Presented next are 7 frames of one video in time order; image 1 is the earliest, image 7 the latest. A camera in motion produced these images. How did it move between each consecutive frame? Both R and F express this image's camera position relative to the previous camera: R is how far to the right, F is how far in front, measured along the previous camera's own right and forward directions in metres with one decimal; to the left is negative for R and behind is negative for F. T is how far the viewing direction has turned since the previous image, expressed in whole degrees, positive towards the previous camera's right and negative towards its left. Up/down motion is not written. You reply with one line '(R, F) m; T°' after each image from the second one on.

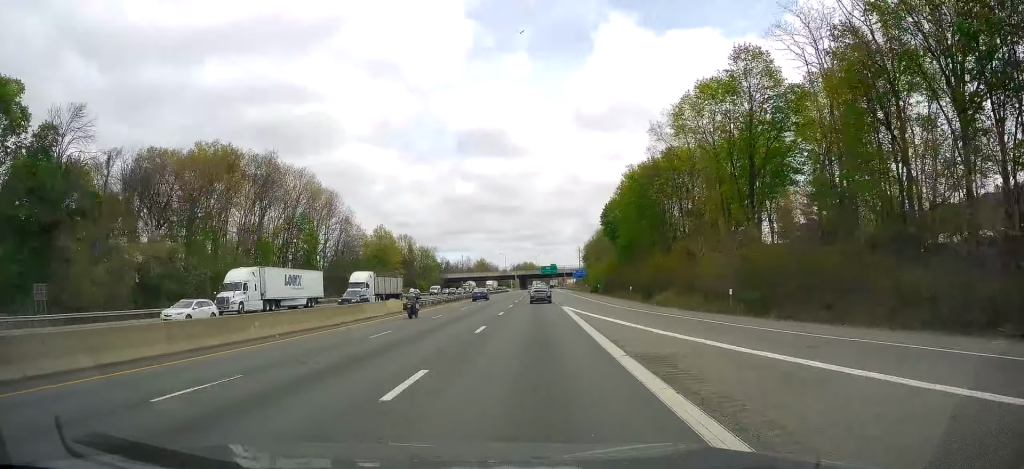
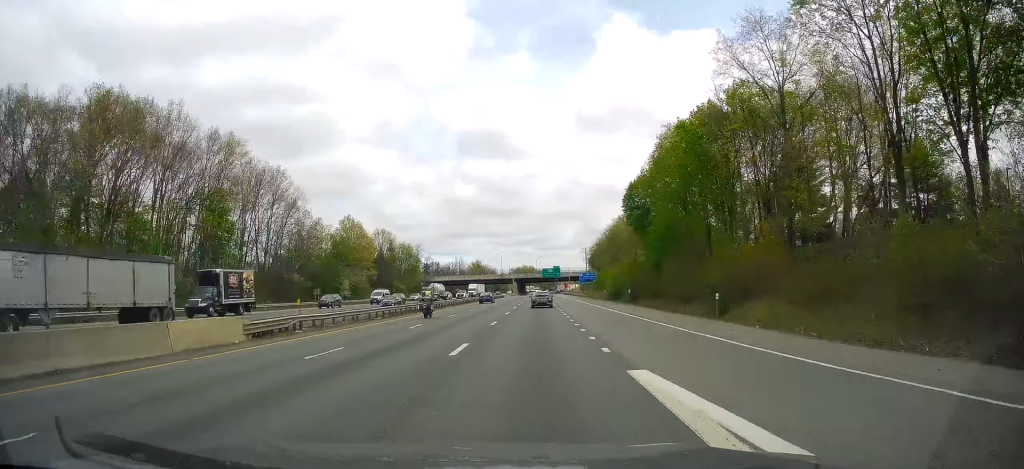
(-0.1, +30.8) m; 0°
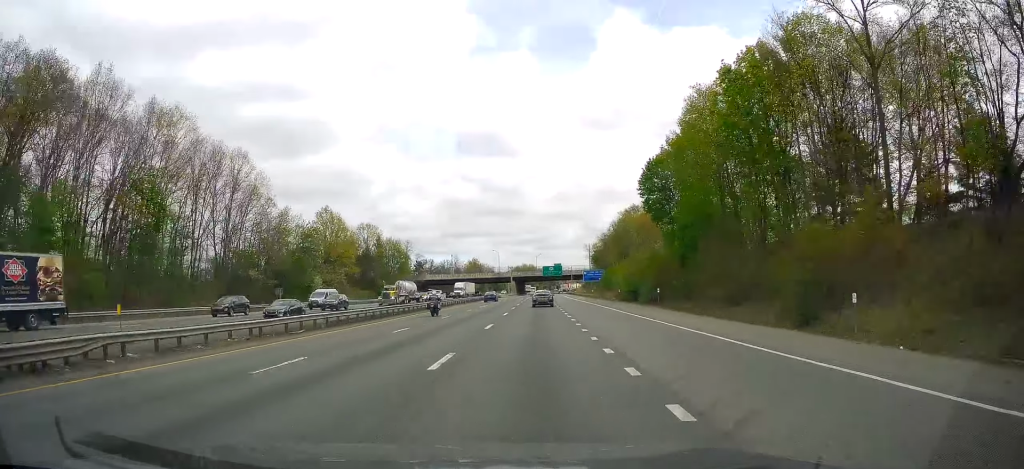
(+0.2, +15.3) m; 0°
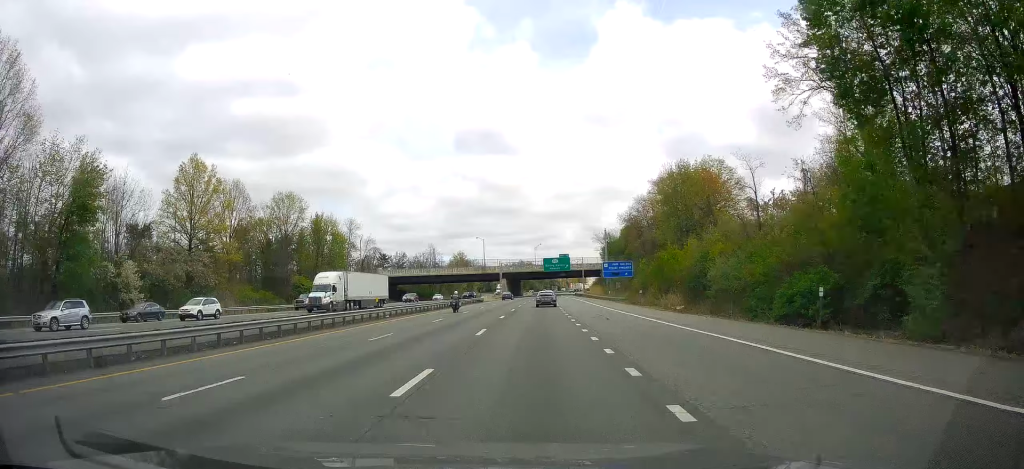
(-0.4, +52.0) m; 0°
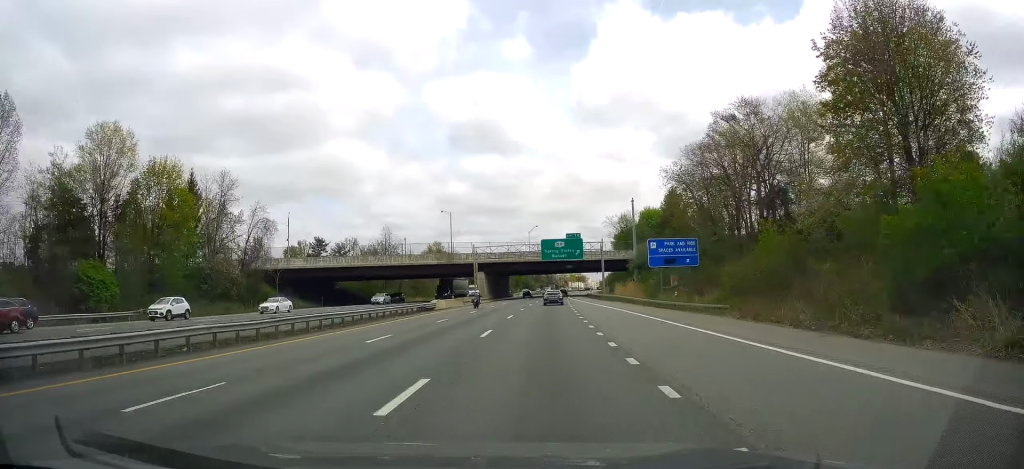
(-0.1, +50.4) m; +1°
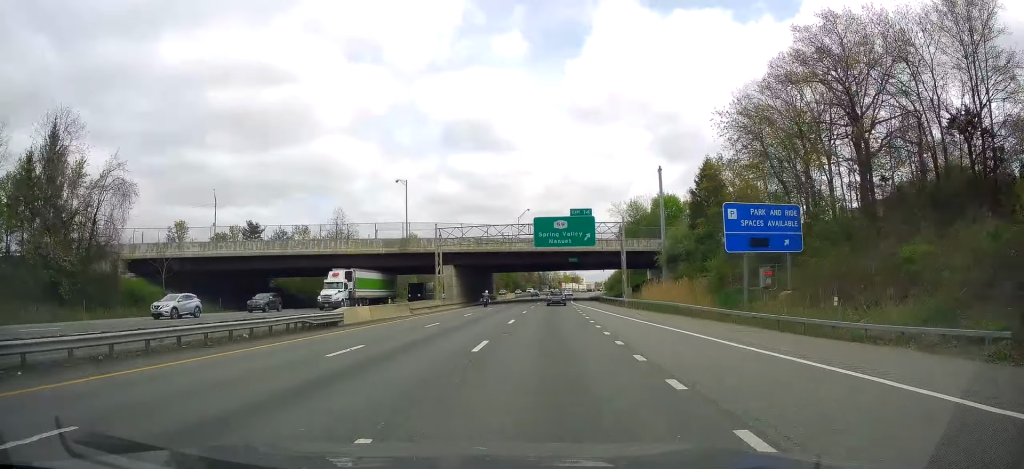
(+0.7, +28.7) m; 0°
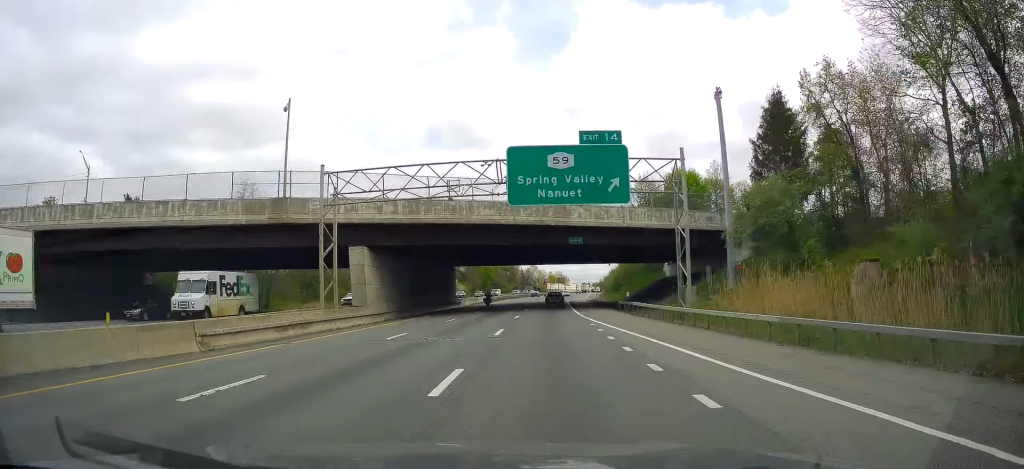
(-0.4, +30.9) m; 0°
